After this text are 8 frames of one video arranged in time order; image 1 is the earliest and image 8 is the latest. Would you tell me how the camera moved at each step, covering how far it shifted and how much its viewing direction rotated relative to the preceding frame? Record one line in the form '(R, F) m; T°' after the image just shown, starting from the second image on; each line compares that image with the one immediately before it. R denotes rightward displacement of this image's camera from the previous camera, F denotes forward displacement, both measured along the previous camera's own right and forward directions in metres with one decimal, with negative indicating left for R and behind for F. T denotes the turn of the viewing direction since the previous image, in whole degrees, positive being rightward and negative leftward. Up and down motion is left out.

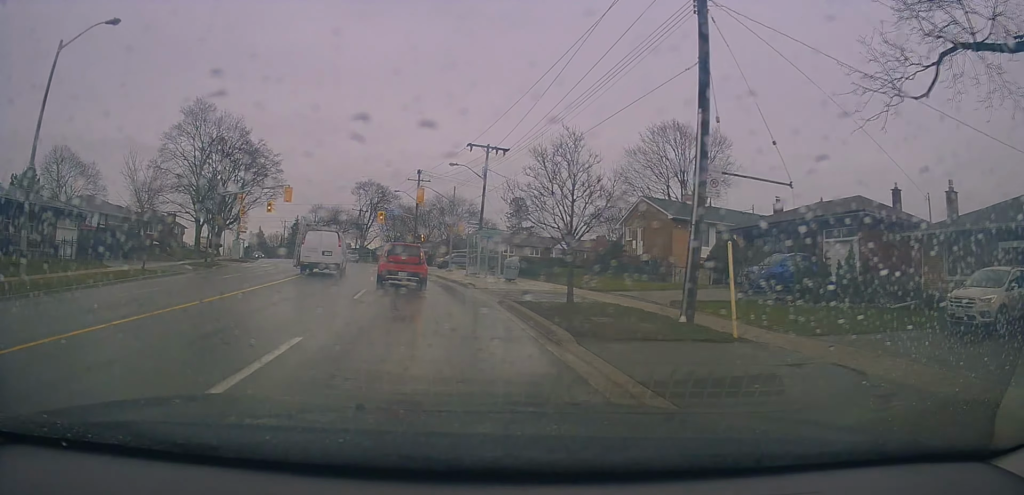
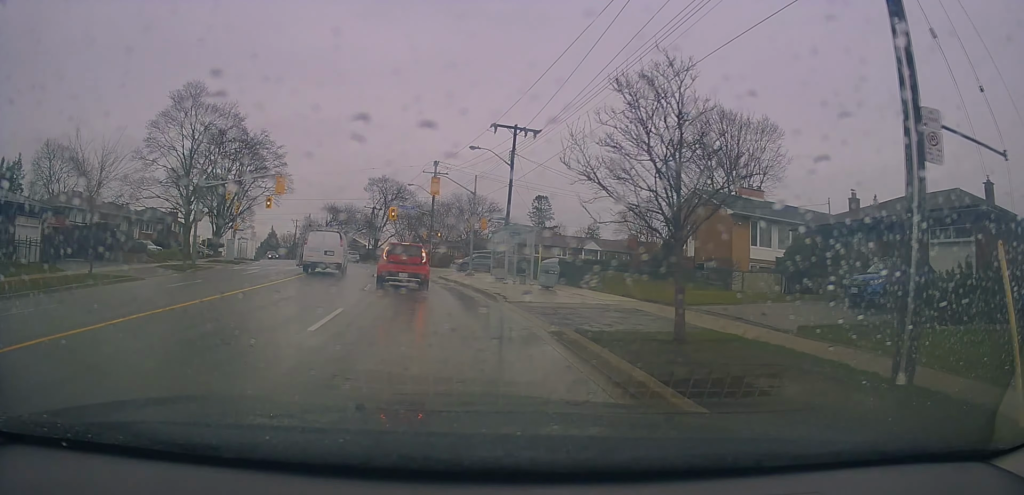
(-0.1, +5.8) m; -1°
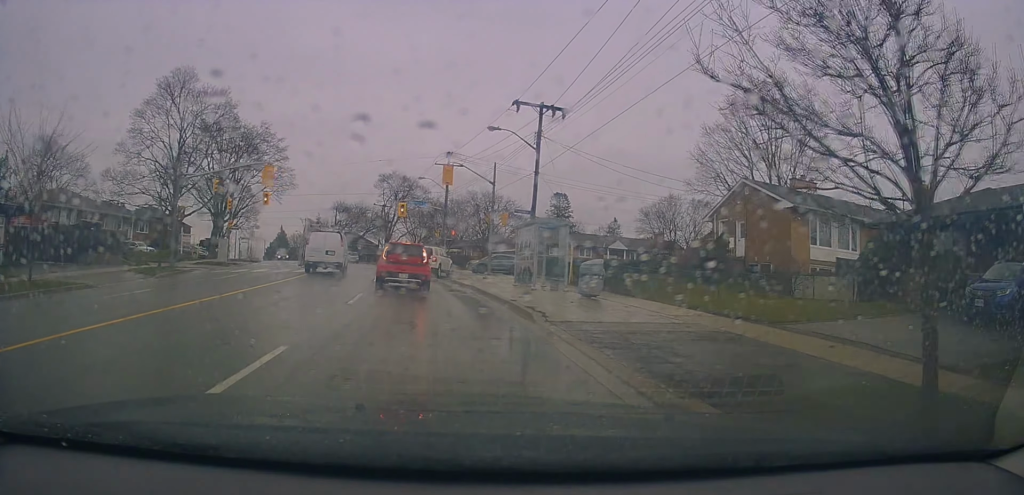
(0.0, +4.6) m; -1°
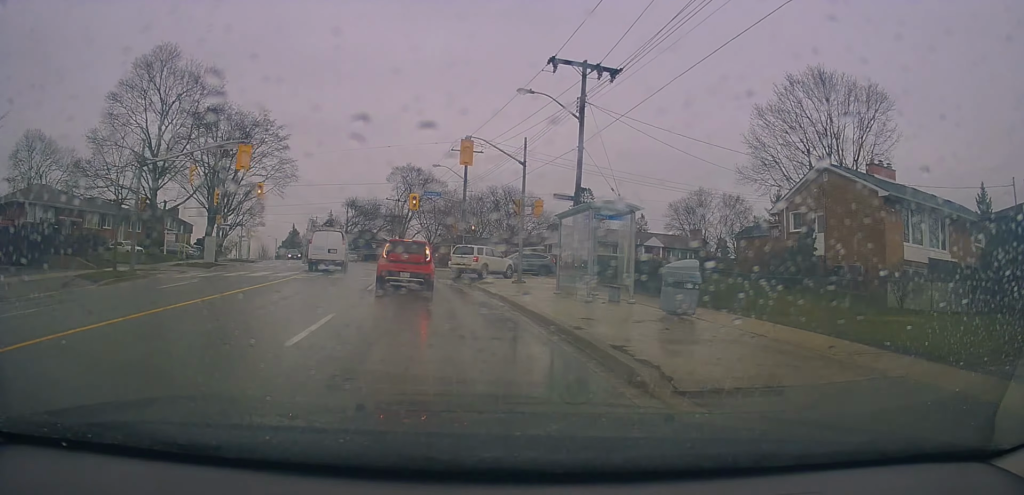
(0.0, +5.9) m; -3°
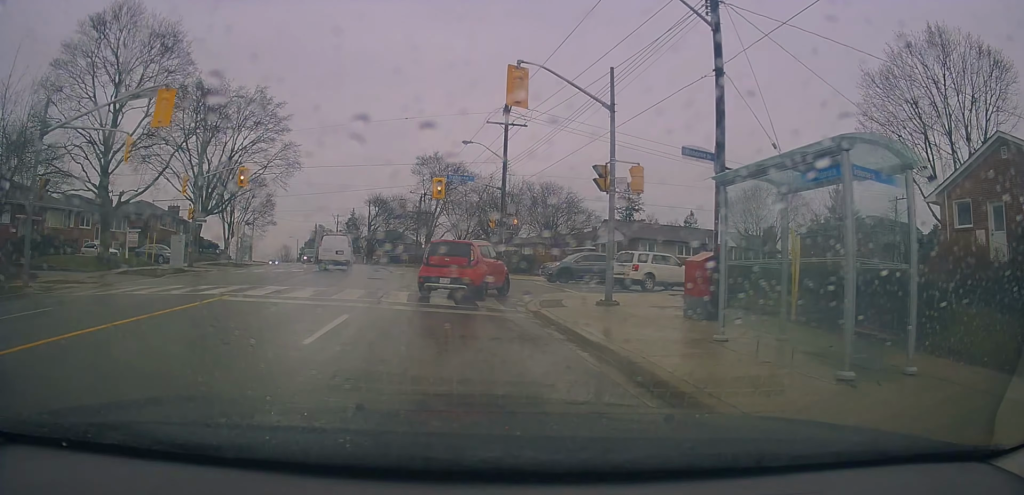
(-0.6, +9.7) m; -5°
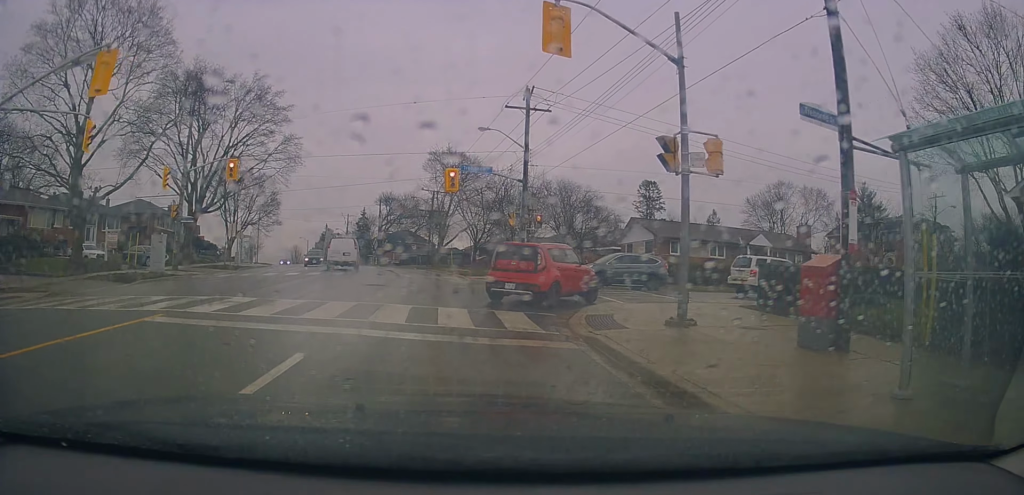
(0.0, +3.6) m; -1°
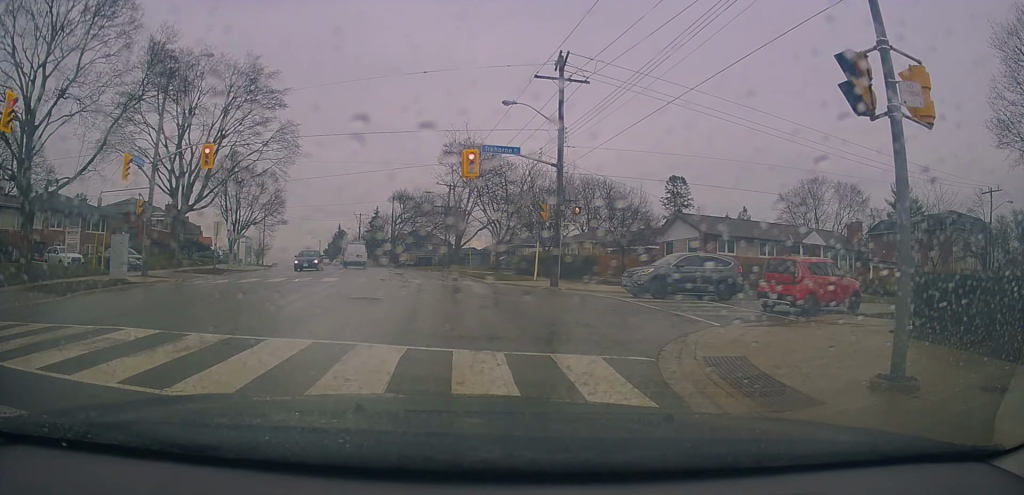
(-0.2, +5.8) m; -13°
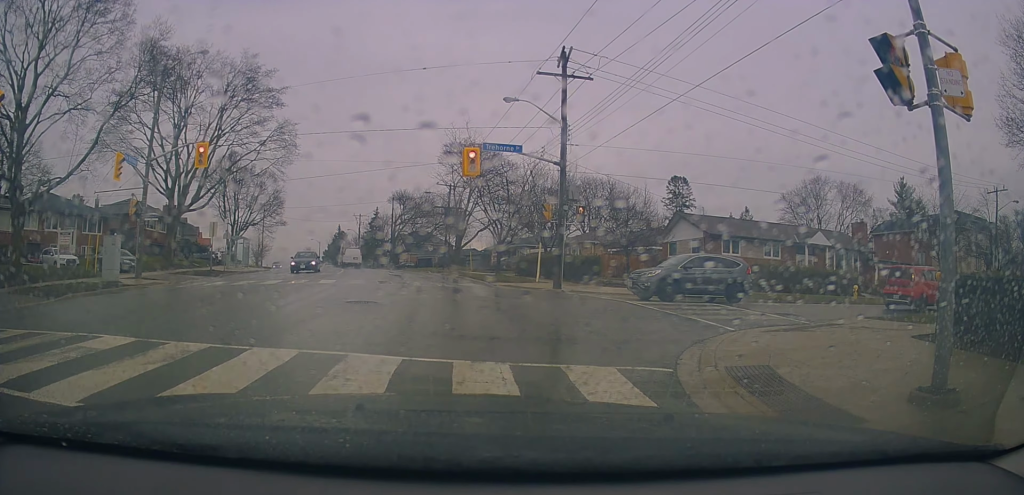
(-0.4, -0.1) m; 0°
